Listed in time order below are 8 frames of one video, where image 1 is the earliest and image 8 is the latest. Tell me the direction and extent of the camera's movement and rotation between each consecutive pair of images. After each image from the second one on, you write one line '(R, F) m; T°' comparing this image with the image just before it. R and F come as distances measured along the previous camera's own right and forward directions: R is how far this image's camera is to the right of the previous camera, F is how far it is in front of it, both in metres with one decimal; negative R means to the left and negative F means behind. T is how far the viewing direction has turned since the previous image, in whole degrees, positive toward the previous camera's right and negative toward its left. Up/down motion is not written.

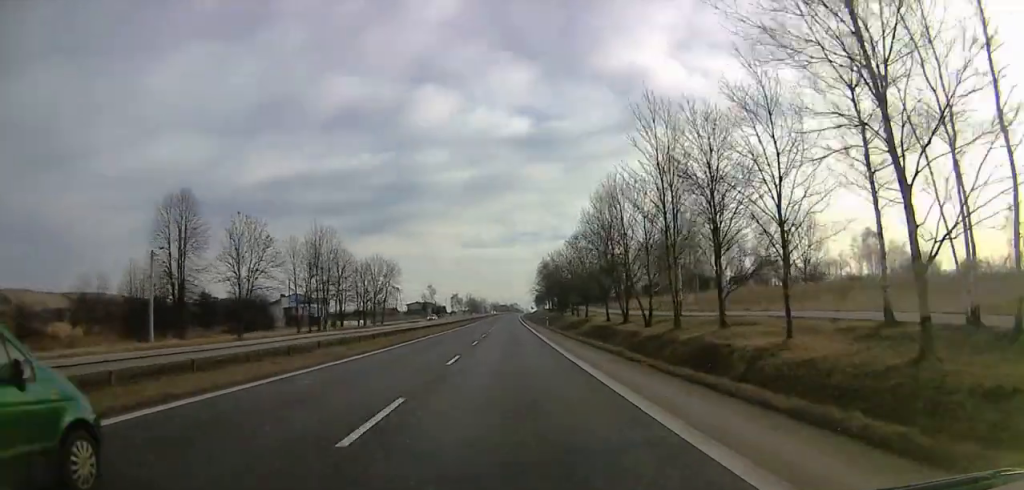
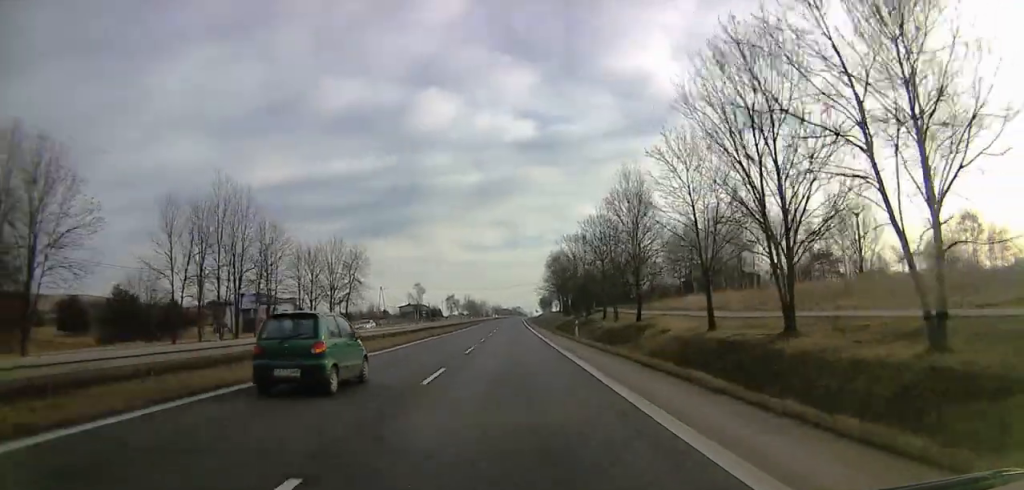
(0.0, +29.4) m; 0°
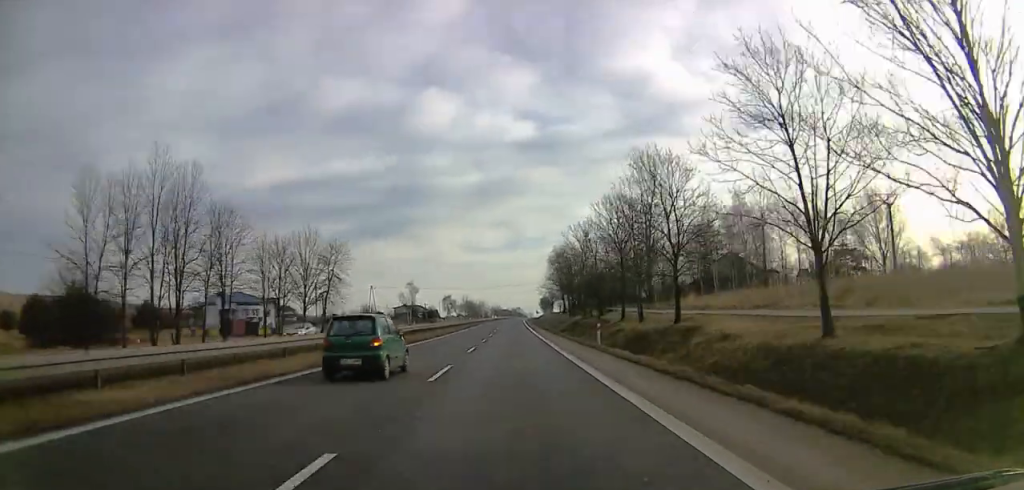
(0.0, +10.6) m; 0°
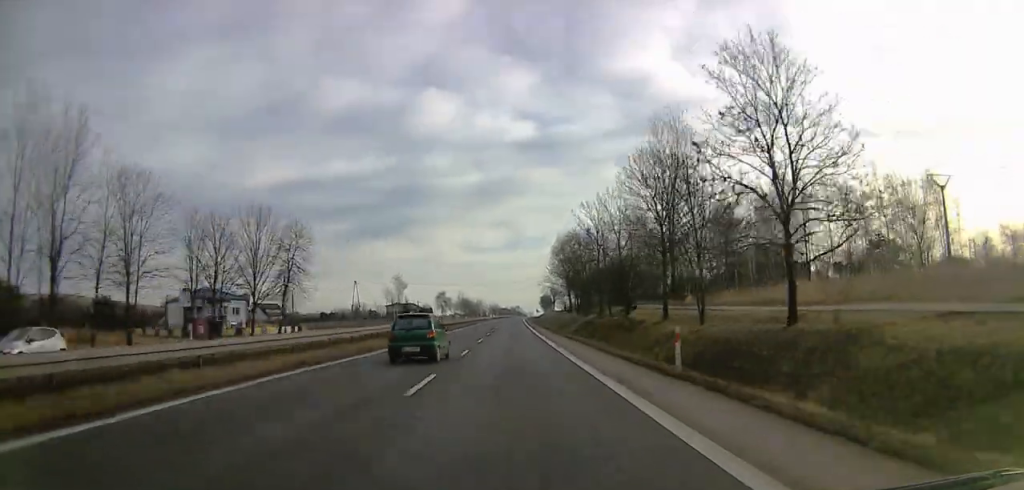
(0.0, +14.3) m; 0°
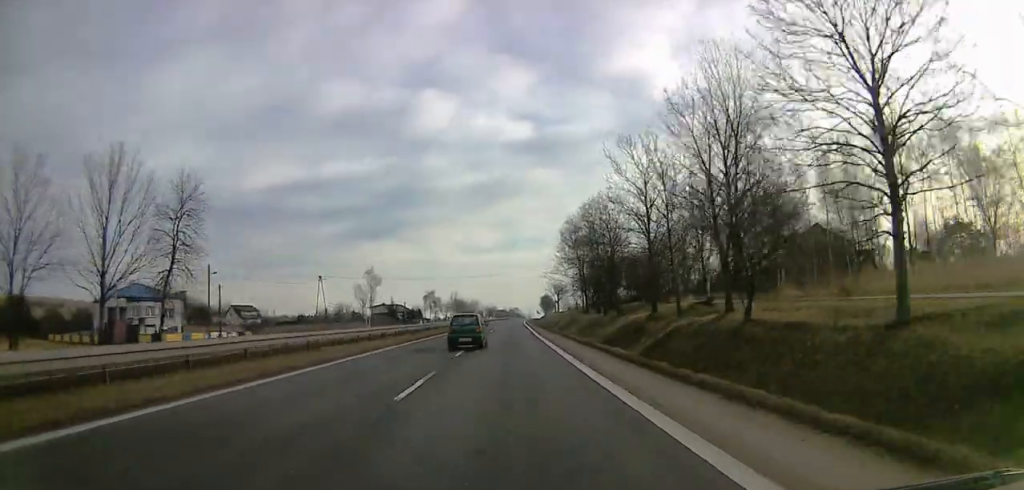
(0.0, +22.6) m; 0°
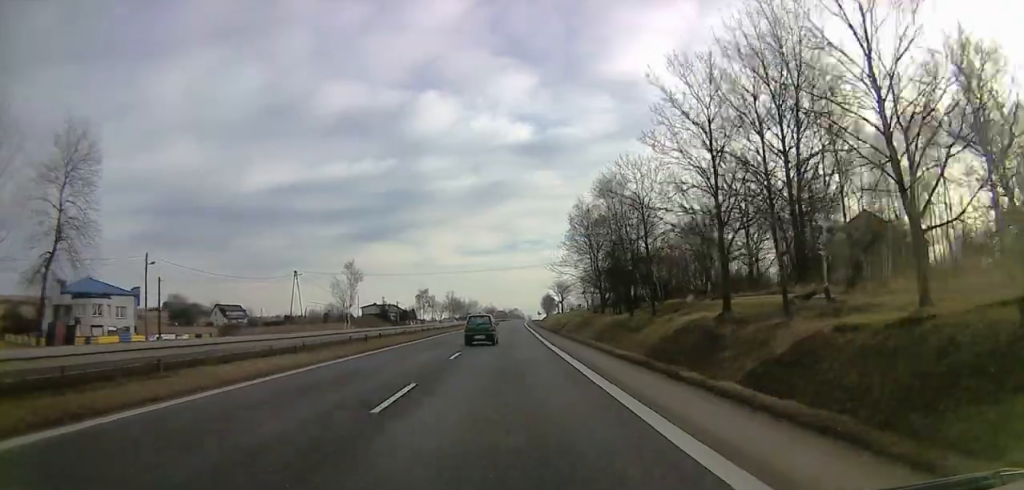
(0.0, +12.1) m; 0°
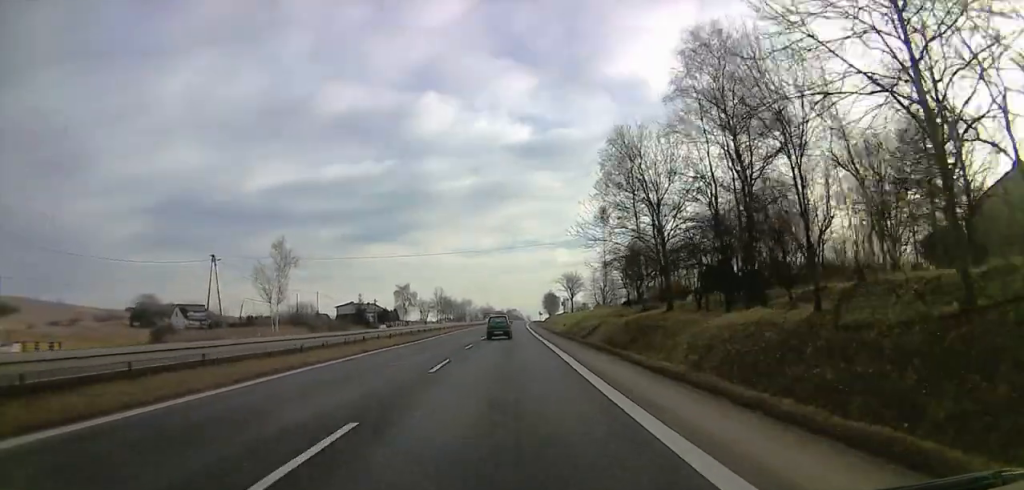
(+0.2, +24.9) m; +1°
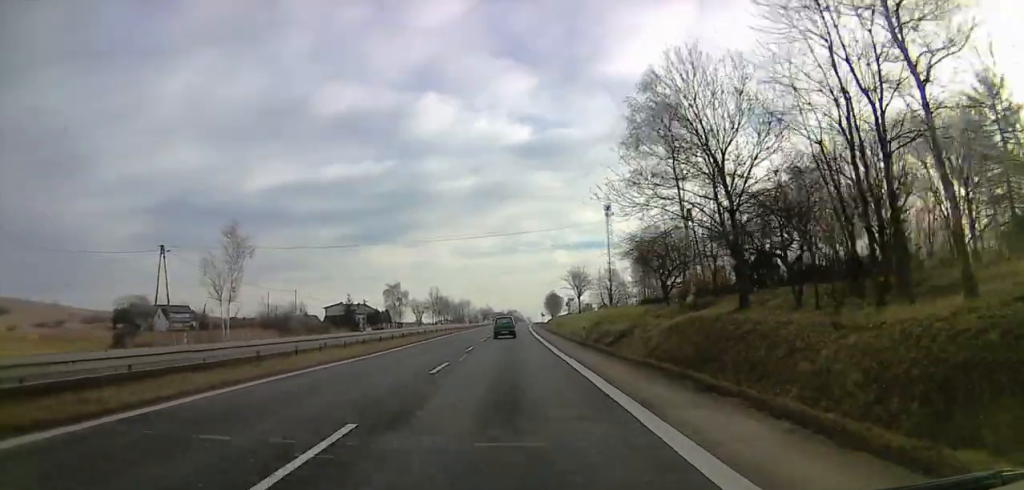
(+0.2, +10.0) m; 0°
